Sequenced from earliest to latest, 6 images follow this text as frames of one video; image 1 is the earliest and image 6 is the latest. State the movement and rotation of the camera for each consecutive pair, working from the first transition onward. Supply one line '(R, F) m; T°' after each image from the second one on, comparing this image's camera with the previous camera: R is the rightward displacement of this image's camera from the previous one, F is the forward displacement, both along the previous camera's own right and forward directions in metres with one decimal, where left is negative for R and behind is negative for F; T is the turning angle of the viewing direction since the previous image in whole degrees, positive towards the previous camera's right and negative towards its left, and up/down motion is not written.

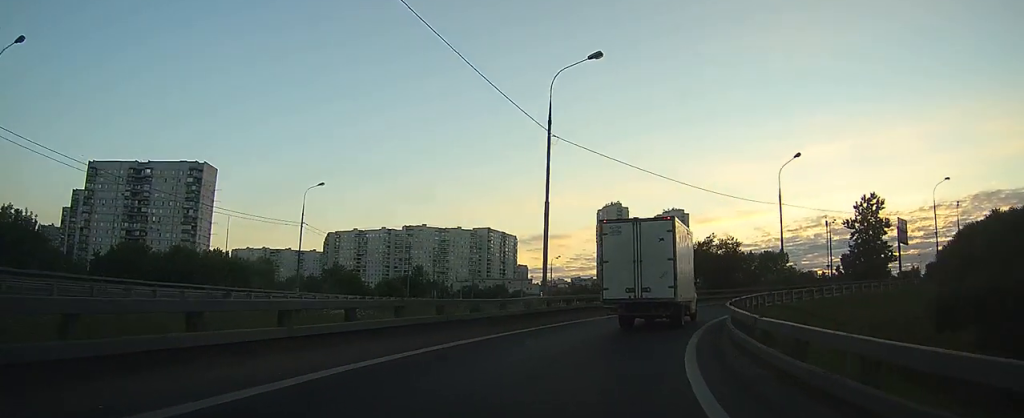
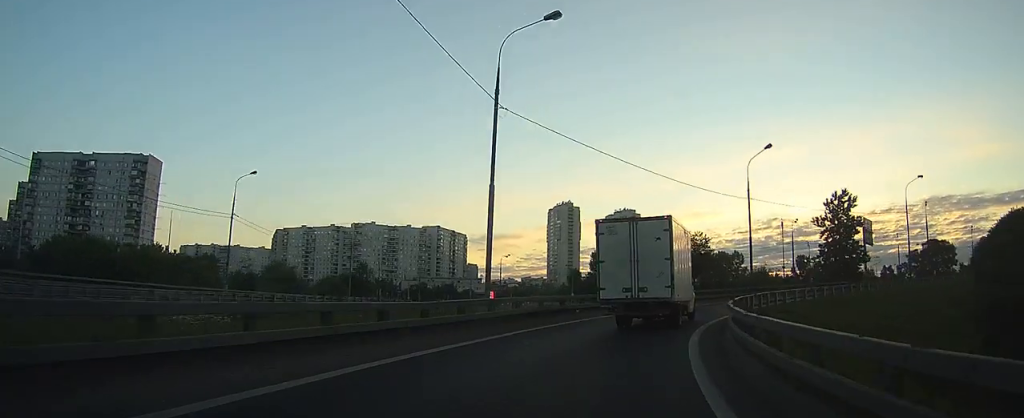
(+0.3, +4.6) m; +5°
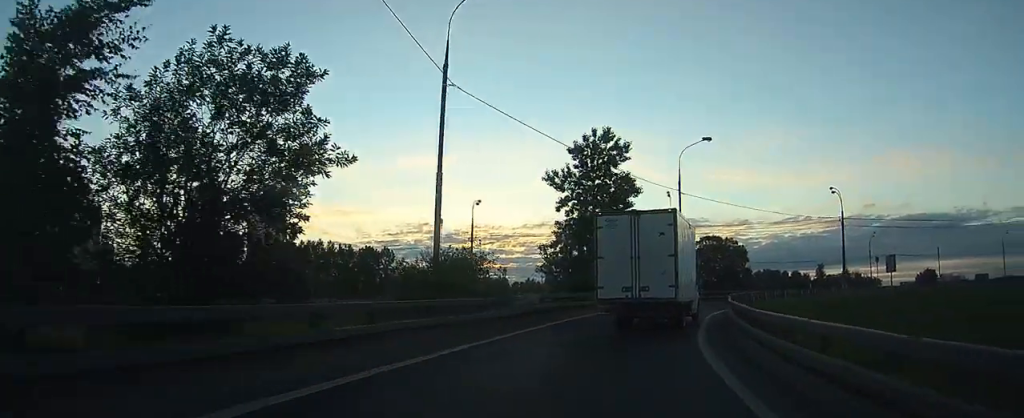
(+10.3, +30.6) m; +33°
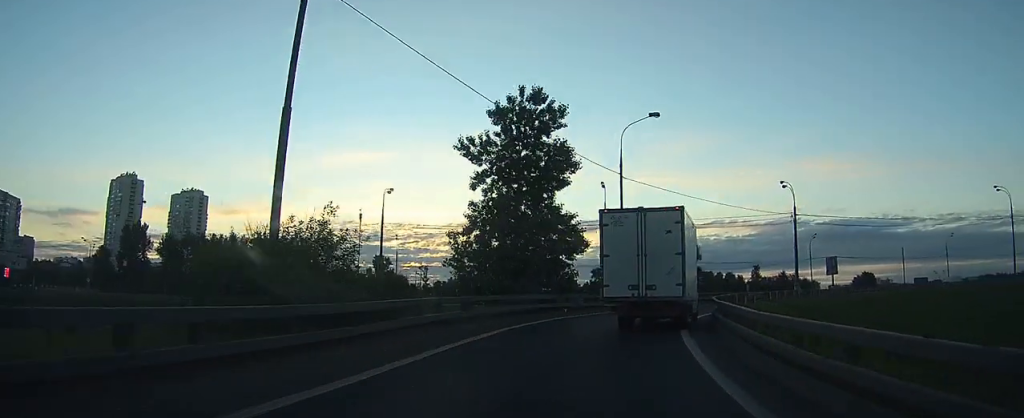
(+0.5, +8.2) m; +5°
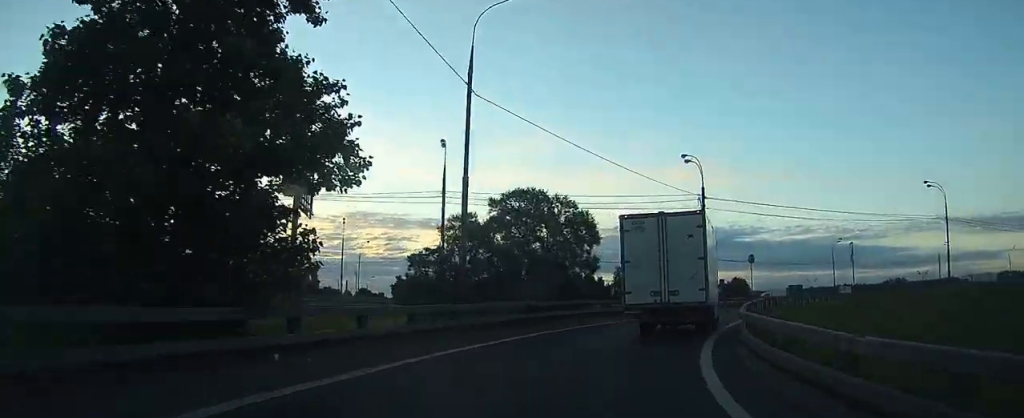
(+2.0, +19.0) m; +12°
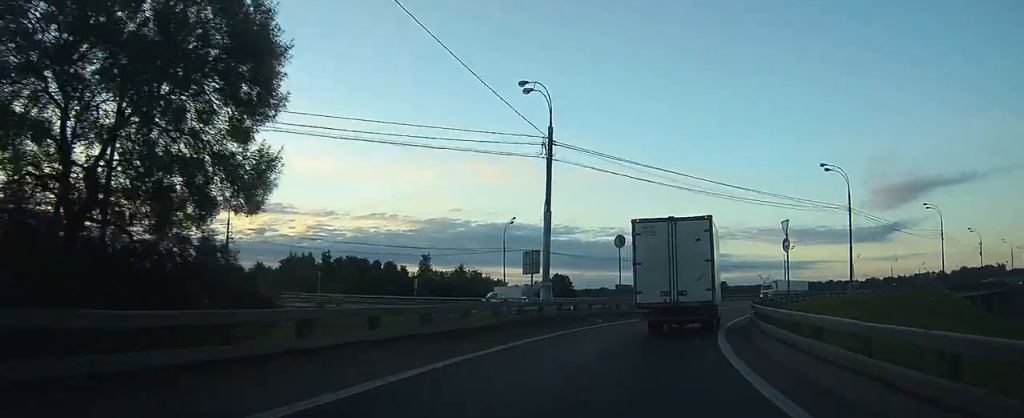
(+2.3, +19.3) m; +13°
